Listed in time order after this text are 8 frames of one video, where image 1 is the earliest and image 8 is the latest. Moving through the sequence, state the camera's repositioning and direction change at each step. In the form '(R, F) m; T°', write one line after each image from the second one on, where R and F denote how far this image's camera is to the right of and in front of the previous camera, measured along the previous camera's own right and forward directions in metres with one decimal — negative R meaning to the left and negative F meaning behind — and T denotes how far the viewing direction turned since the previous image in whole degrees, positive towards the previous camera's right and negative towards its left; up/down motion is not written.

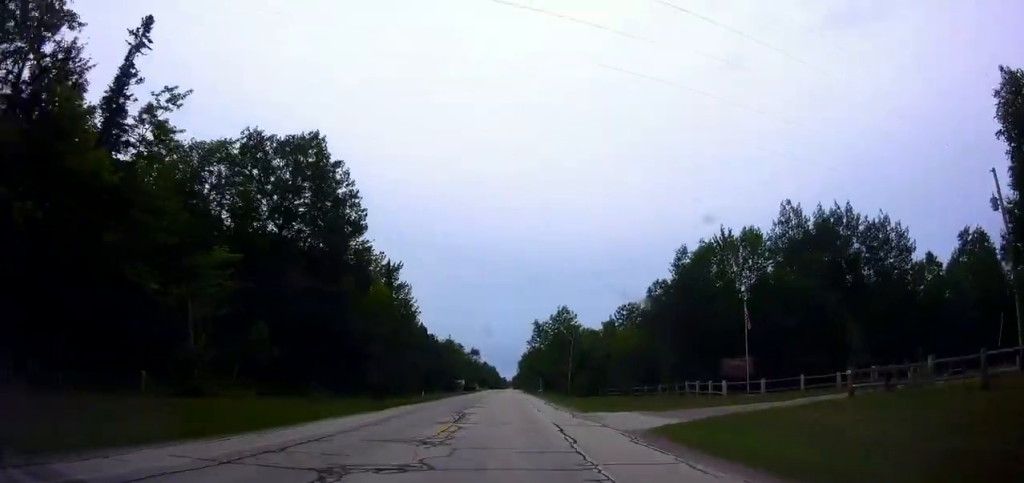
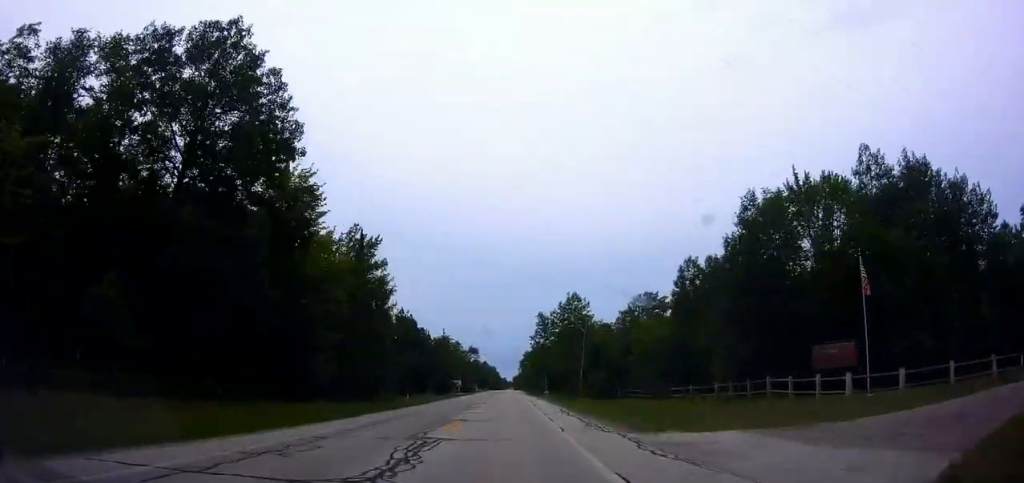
(0.0, +13.5) m; 0°
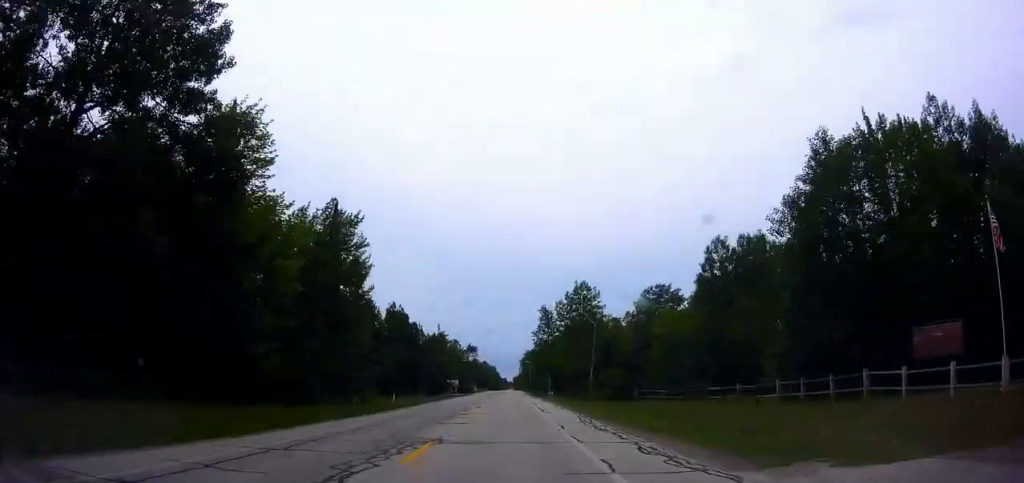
(-0.2, +8.6) m; 0°
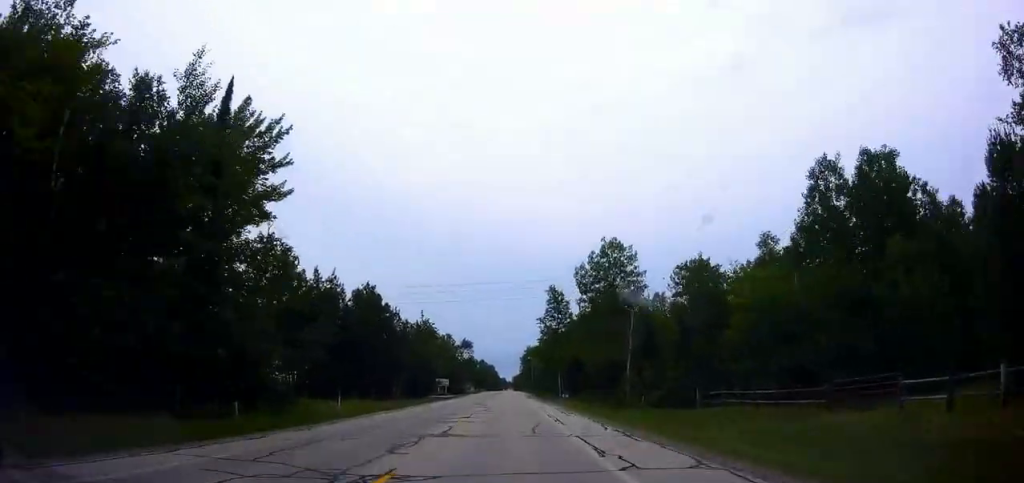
(+0.5, +19.6) m; 0°
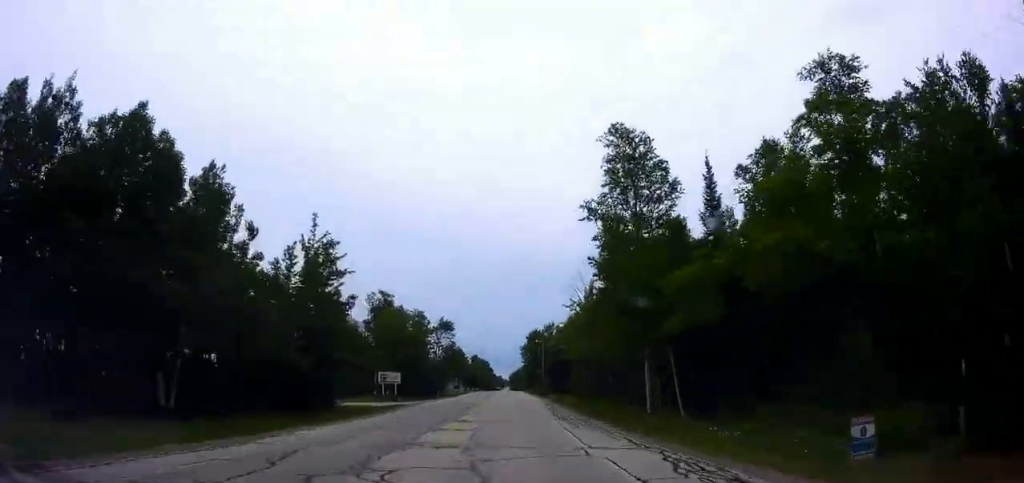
(+0.4, +48.0) m; +2°
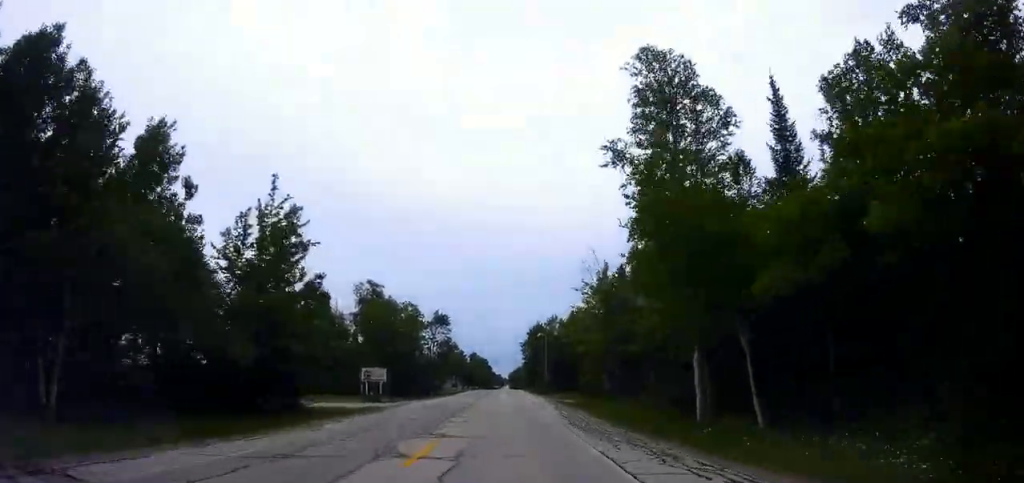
(0.0, +7.4) m; 0°
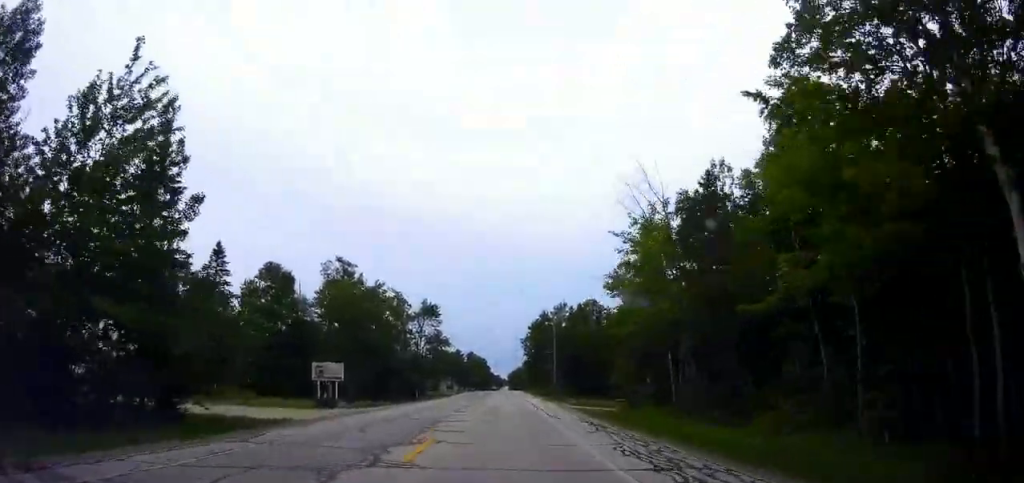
(0.0, +14.7) m; -1°
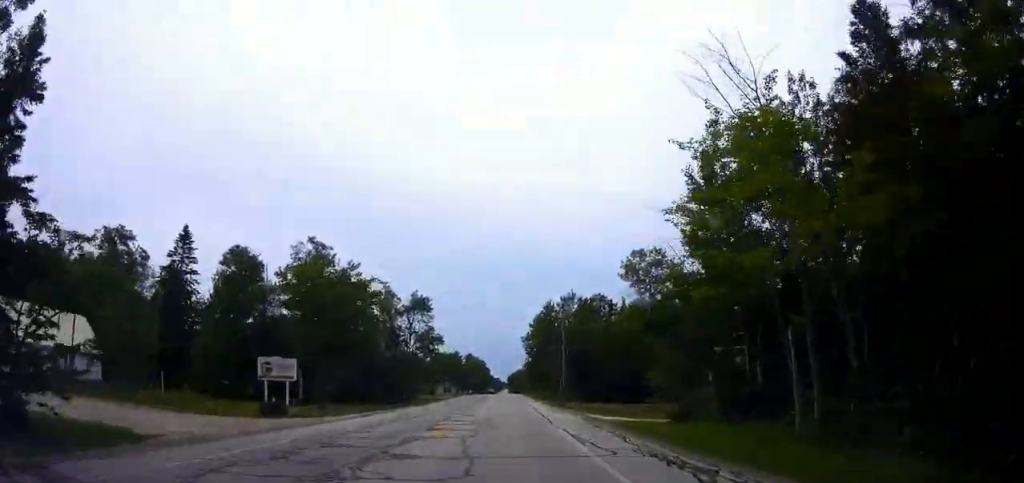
(-0.1, +9.7) m; 0°
